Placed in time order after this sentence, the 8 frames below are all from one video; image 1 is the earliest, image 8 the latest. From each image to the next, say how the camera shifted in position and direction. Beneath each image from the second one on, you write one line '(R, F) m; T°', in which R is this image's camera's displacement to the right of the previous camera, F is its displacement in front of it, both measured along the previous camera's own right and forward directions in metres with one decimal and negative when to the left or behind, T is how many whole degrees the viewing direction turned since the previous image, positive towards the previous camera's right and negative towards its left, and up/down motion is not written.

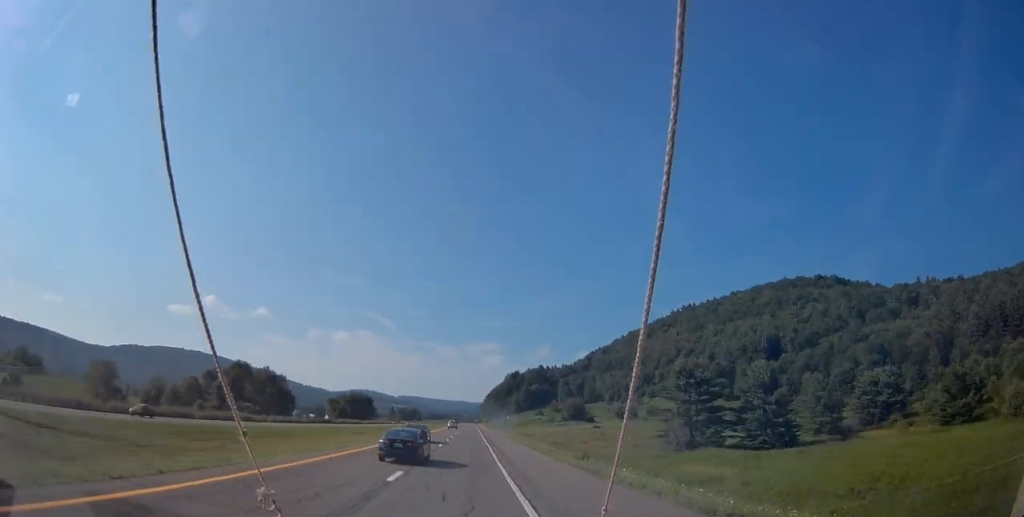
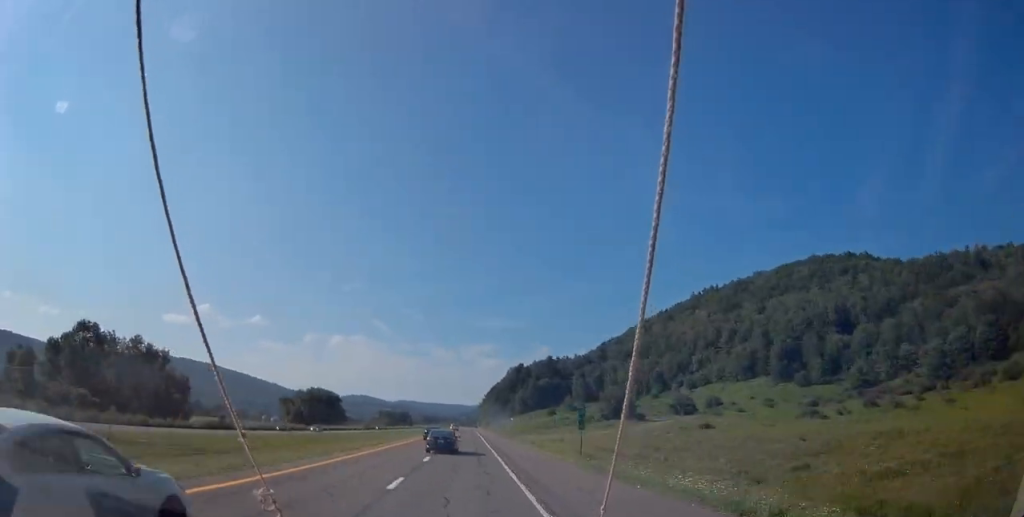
(-1.0, +78.7) m; -1°
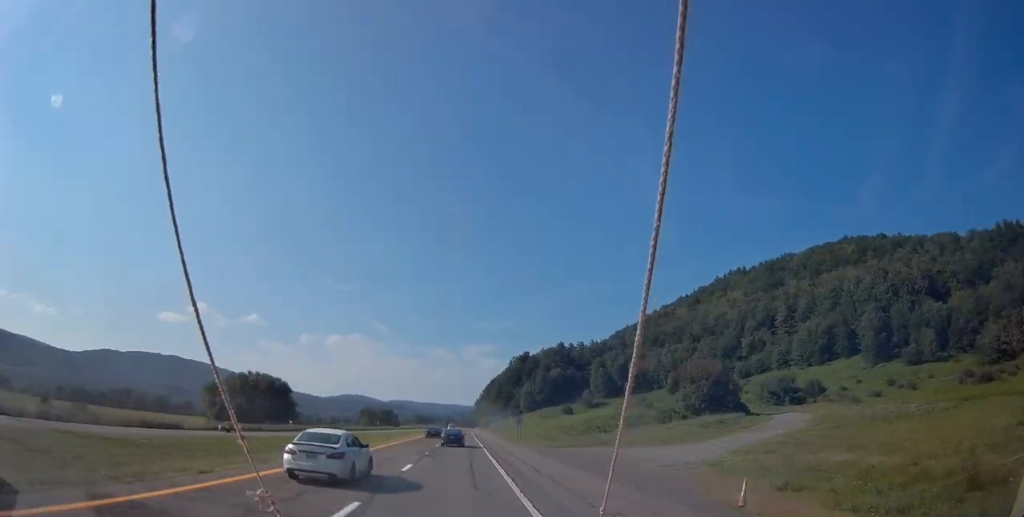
(0.0, +72.5) m; 0°
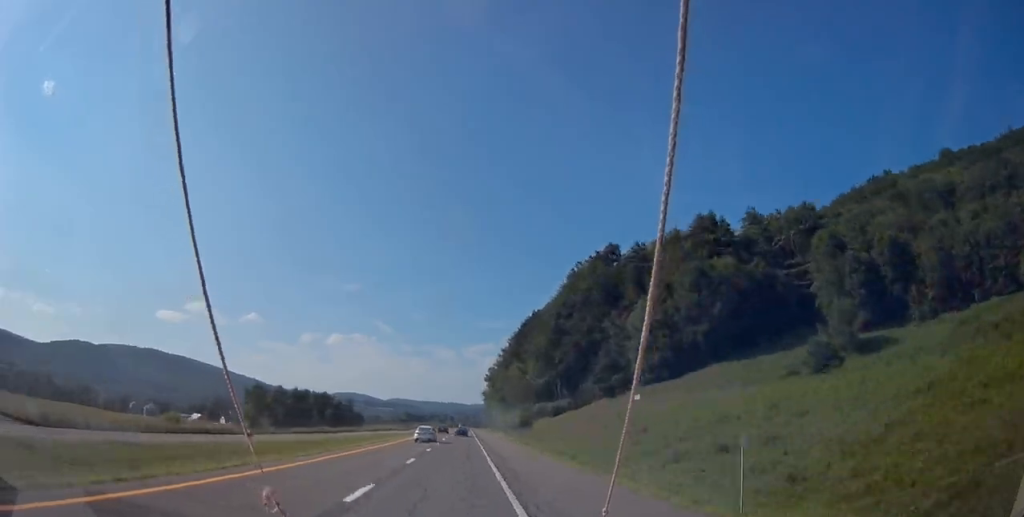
(-0.1, +193.1) m; 0°
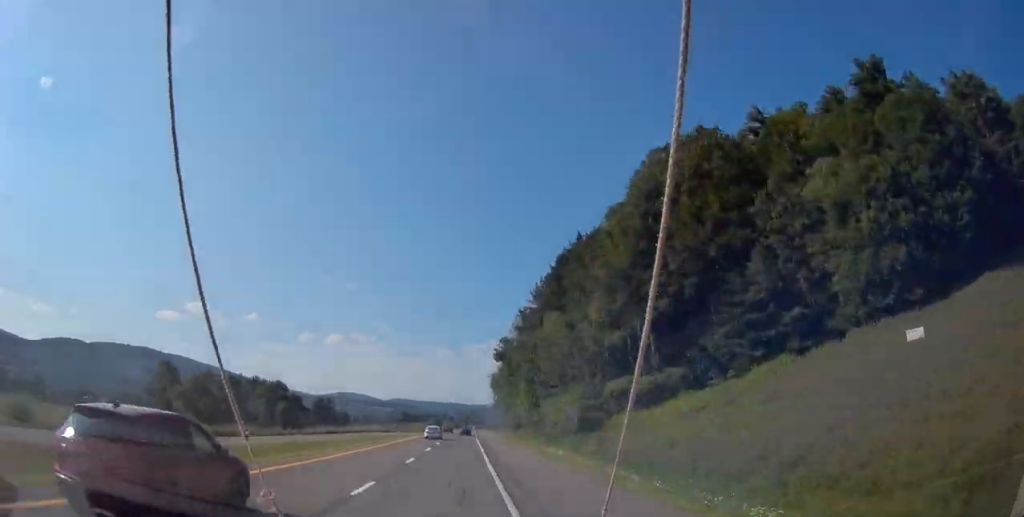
(-0.1, +59.0) m; 0°
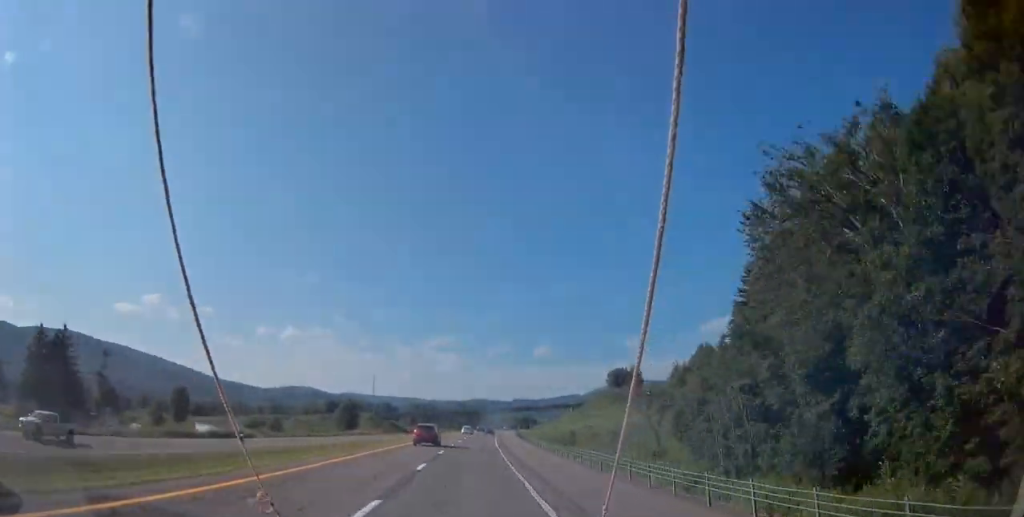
(+7.4, +218.3) m; +6°
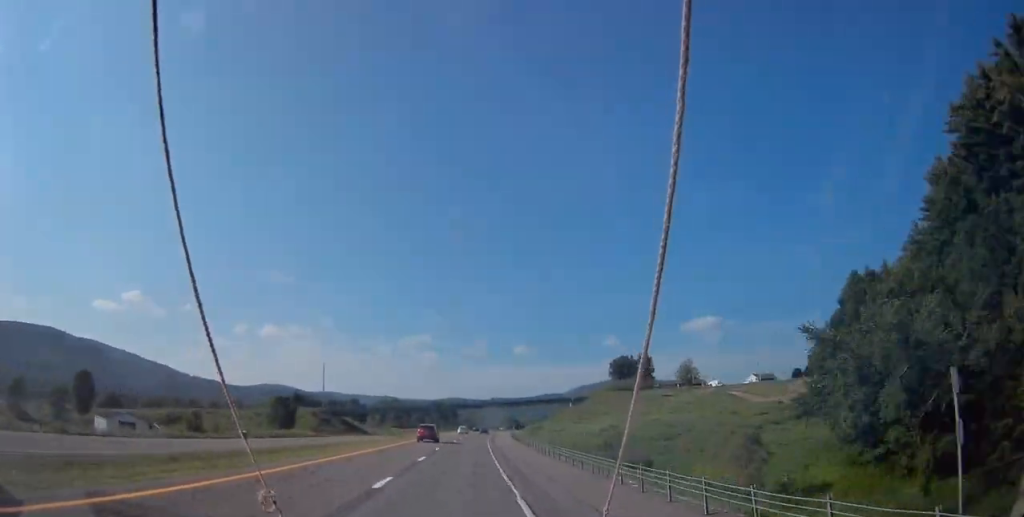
(+1.1, +70.0) m; +2°
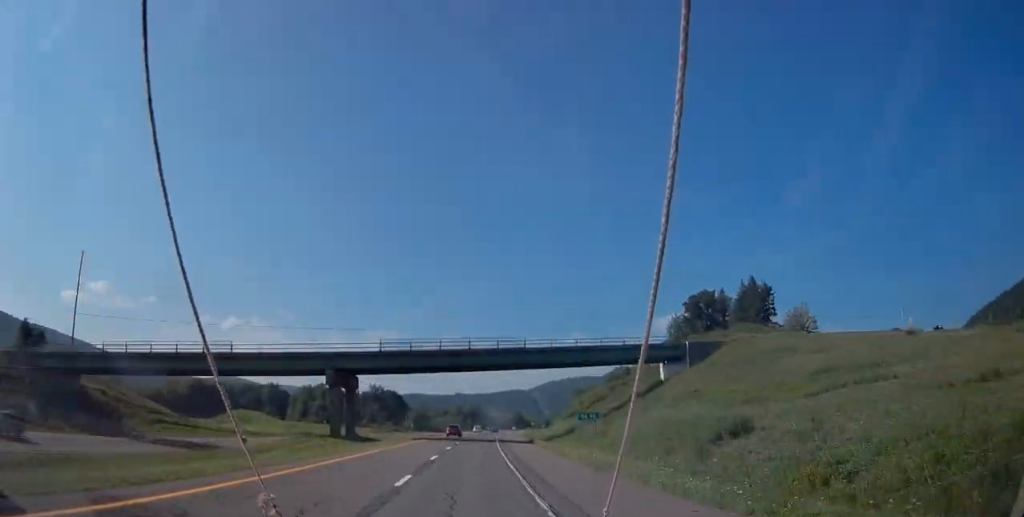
(+8.3, +188.9) m; +5°
